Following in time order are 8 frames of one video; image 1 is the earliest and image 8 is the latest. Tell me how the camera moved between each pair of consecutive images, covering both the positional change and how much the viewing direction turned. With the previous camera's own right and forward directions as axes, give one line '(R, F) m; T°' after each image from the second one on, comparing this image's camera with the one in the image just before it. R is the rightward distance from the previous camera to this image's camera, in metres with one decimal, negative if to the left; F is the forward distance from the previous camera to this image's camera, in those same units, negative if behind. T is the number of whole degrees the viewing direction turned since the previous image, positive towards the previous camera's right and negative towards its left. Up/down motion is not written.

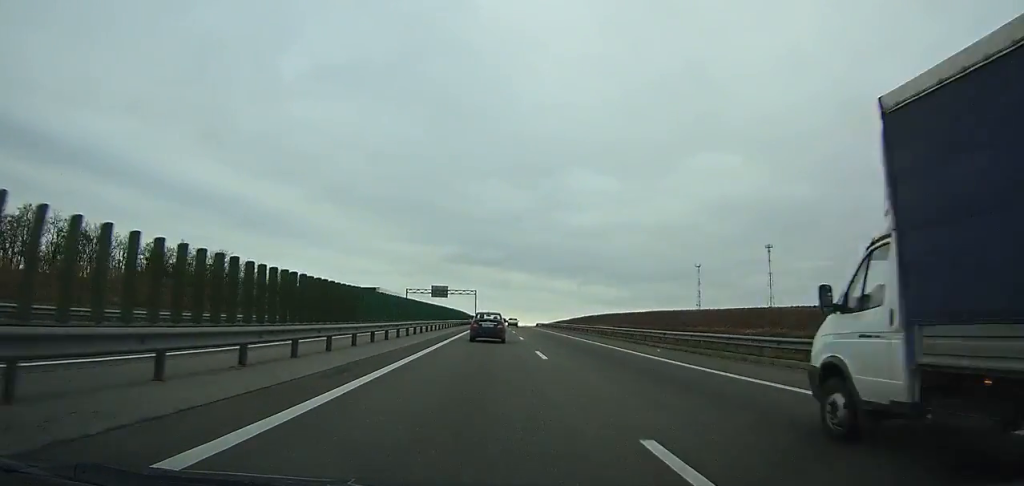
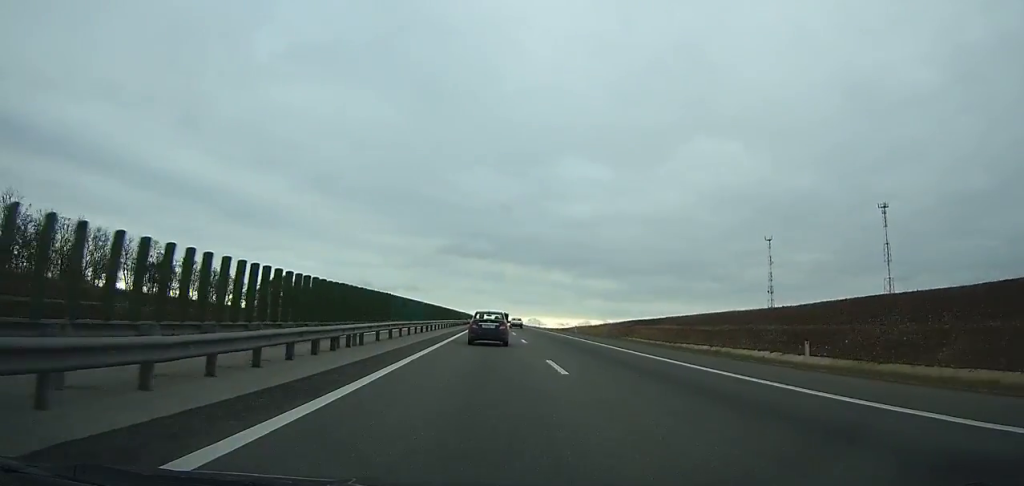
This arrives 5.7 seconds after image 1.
(+0.6, +166.1) m; 0°
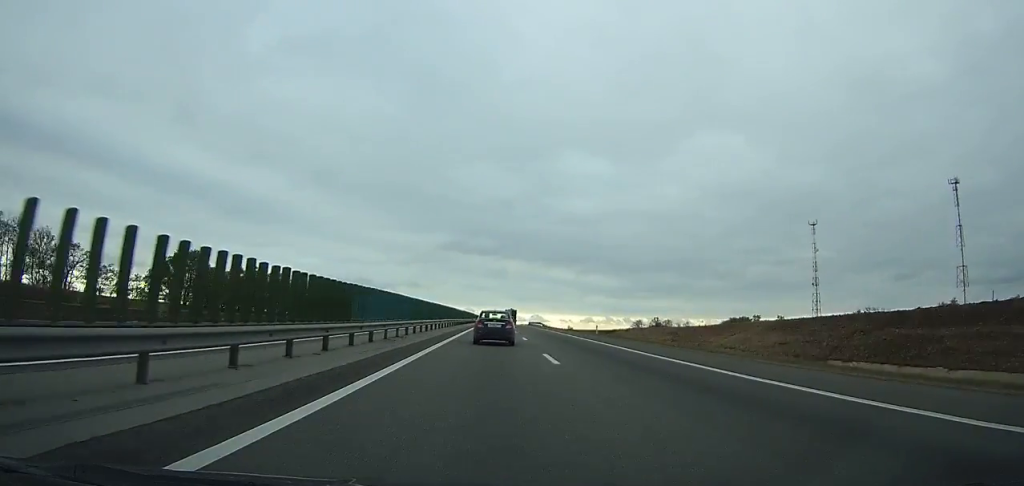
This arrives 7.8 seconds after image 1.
(-0.1, +59.1) m; 0°
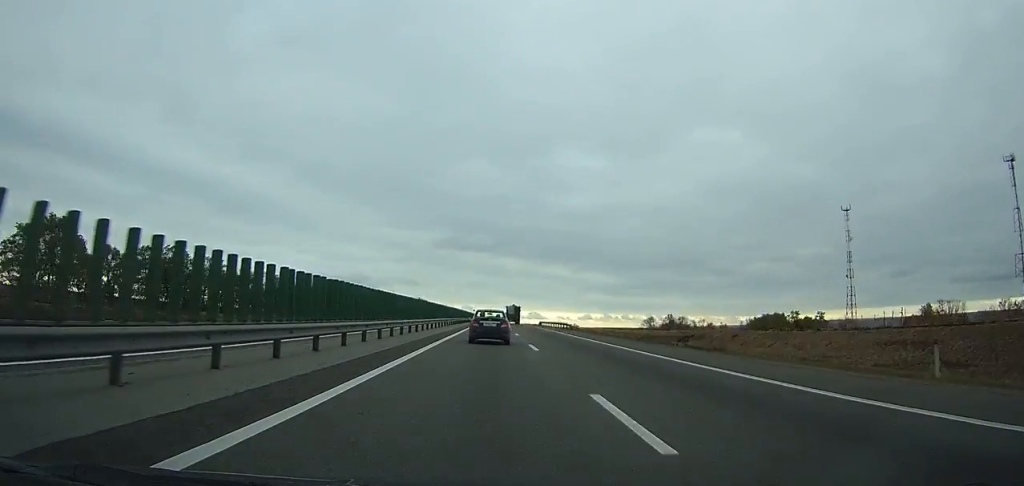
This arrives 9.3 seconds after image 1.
(0.0, +42.4) m; 0°
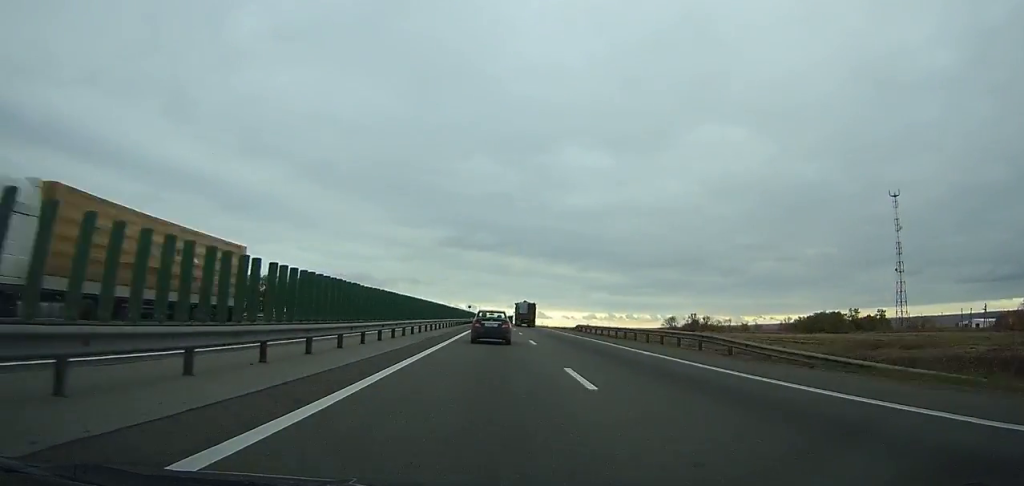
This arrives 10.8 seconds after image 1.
(0.0, +43.4) m; 0°
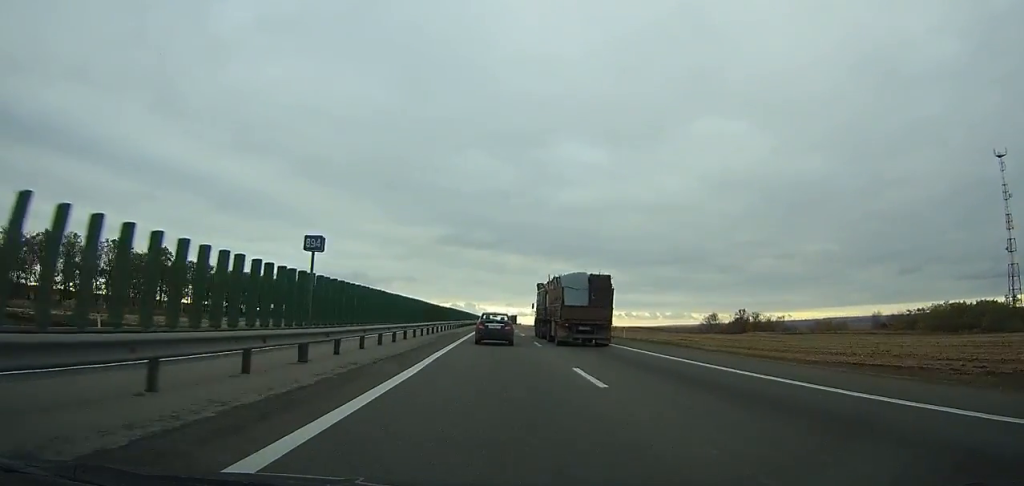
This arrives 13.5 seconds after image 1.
(-0.1, +78.1) m; 0°
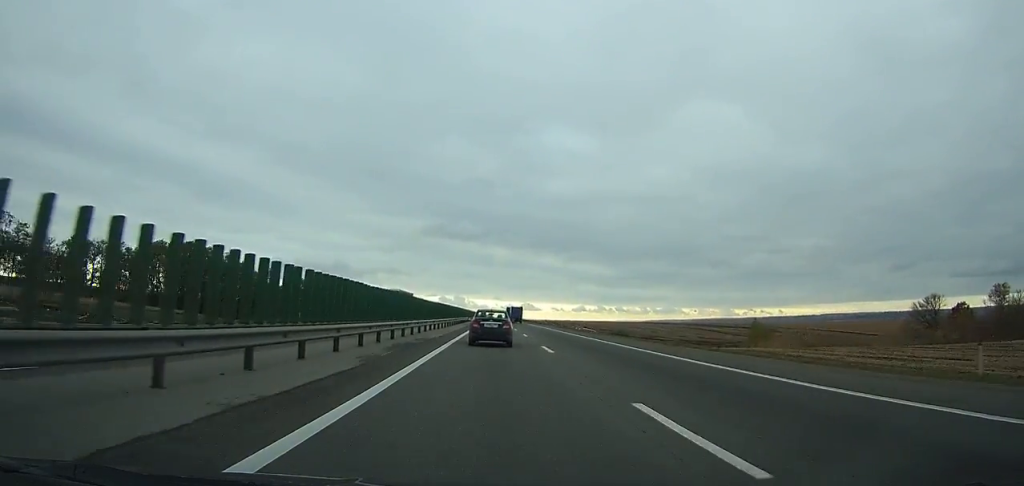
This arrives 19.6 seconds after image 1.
(+0.8, +179.8) m; 0°
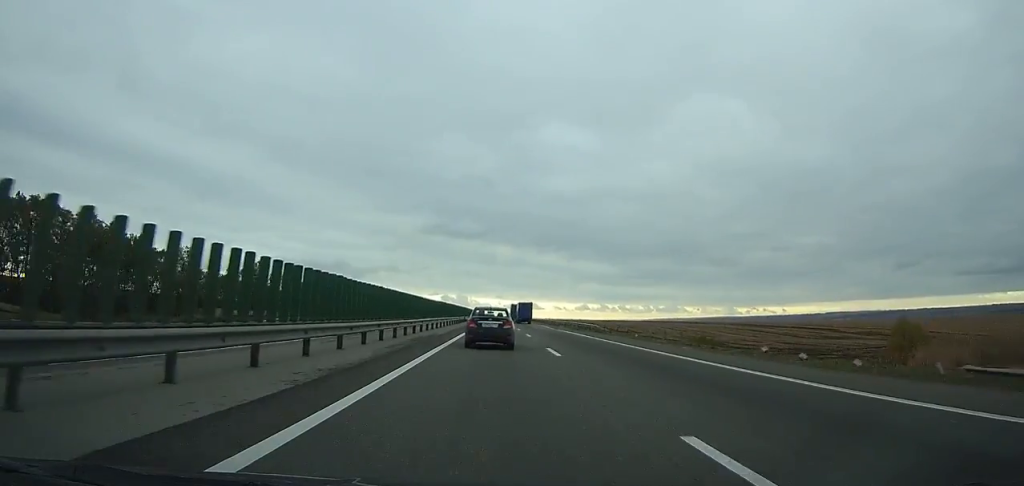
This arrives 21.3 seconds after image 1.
(+0.1, +50.0) m; 0°
